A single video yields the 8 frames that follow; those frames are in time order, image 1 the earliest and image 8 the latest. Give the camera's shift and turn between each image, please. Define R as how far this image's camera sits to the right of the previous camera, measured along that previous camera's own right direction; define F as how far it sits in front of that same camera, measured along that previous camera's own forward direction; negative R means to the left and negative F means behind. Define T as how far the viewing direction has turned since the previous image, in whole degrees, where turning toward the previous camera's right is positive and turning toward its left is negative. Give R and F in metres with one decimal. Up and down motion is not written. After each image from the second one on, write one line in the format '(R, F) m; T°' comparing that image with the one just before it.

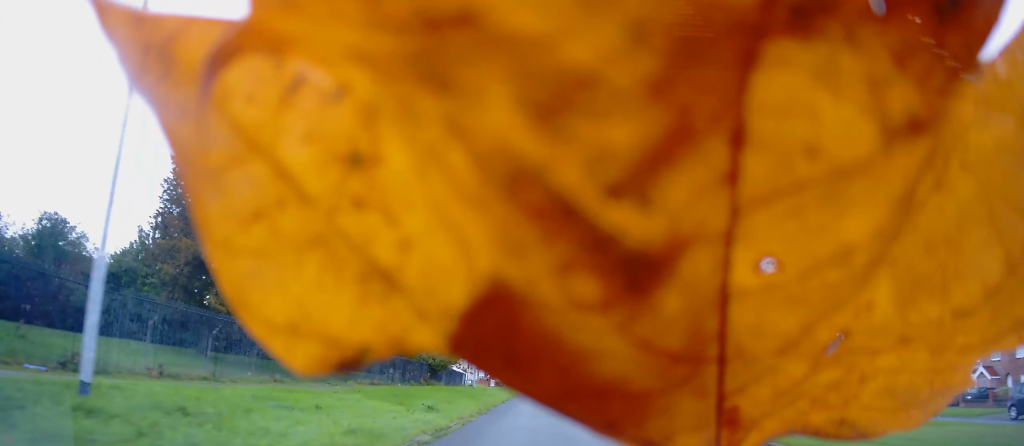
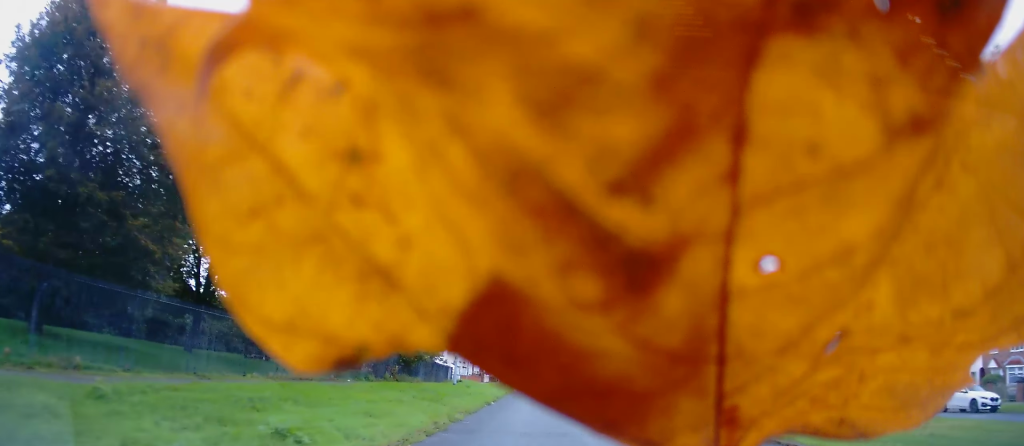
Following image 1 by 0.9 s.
(0.0, +9.9) m; +1°
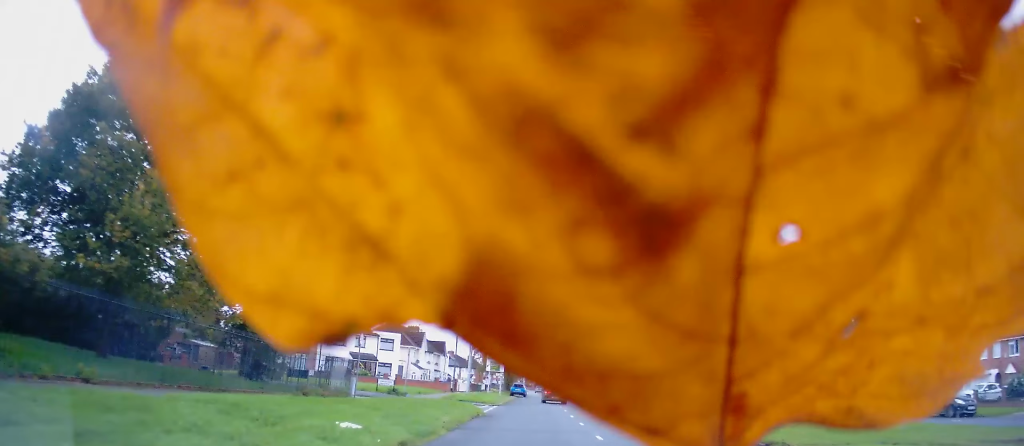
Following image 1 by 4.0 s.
(+0.2, +34.3) m; 0°
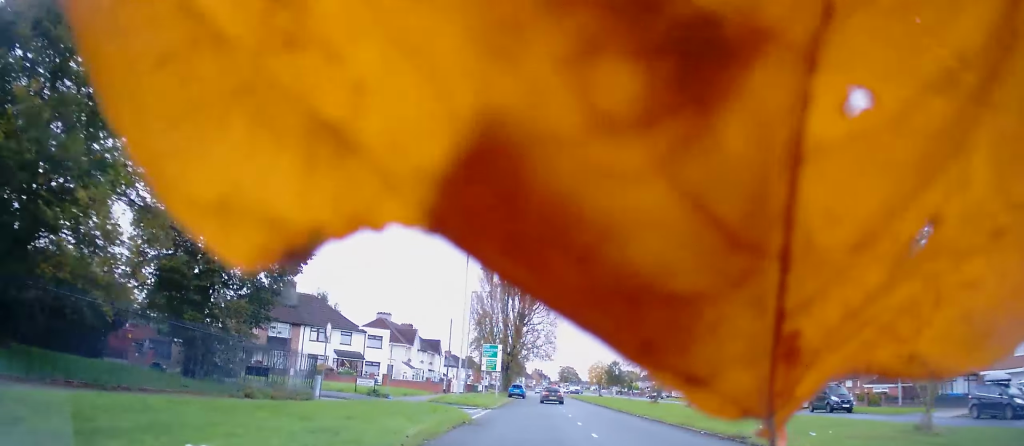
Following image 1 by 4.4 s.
(0.0, +4.8) m; 0°
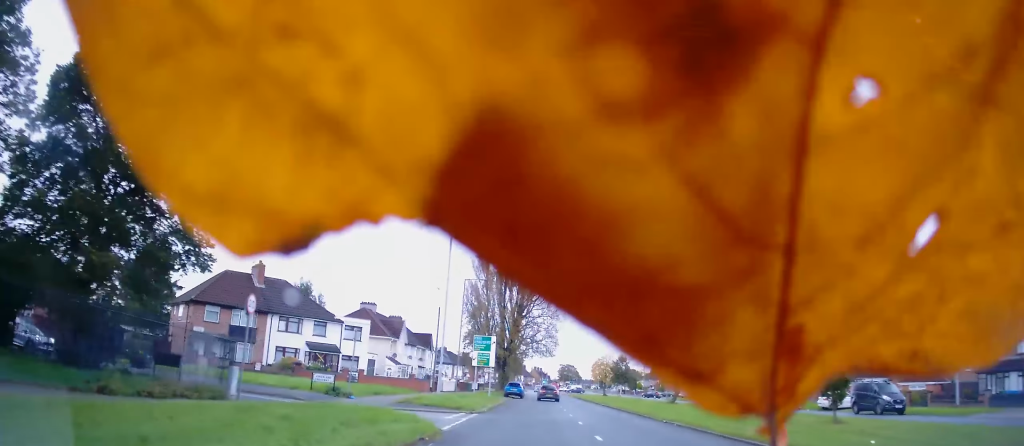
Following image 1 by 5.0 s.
(+0.1, +7.1) m; 0°
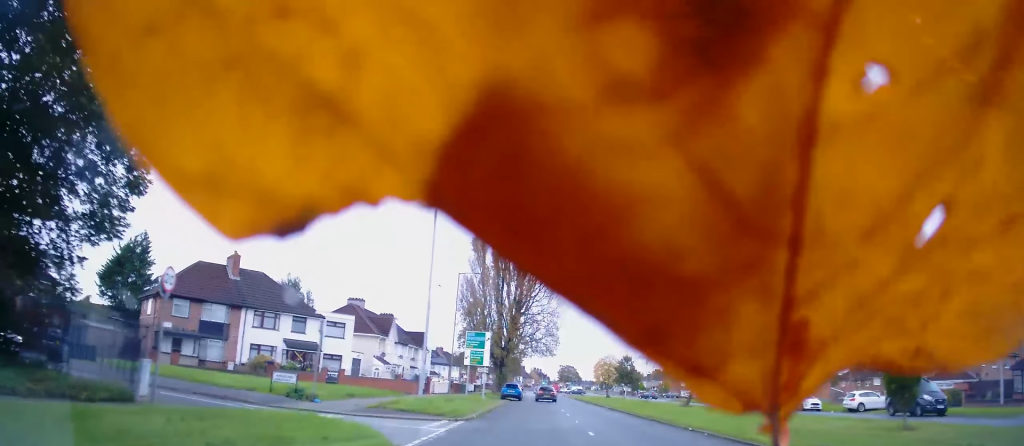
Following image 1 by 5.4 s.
(0.0, +4.5) m; 0°
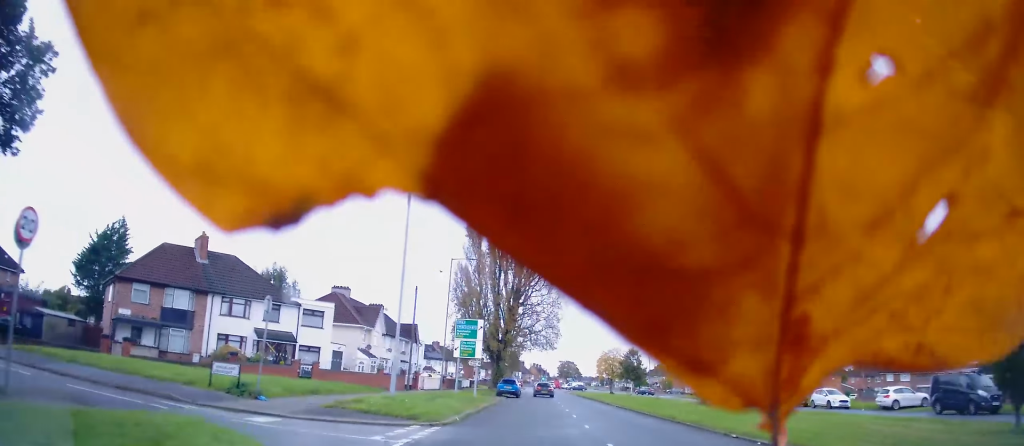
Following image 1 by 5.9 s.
(-0.1, +5.0) m; 0°
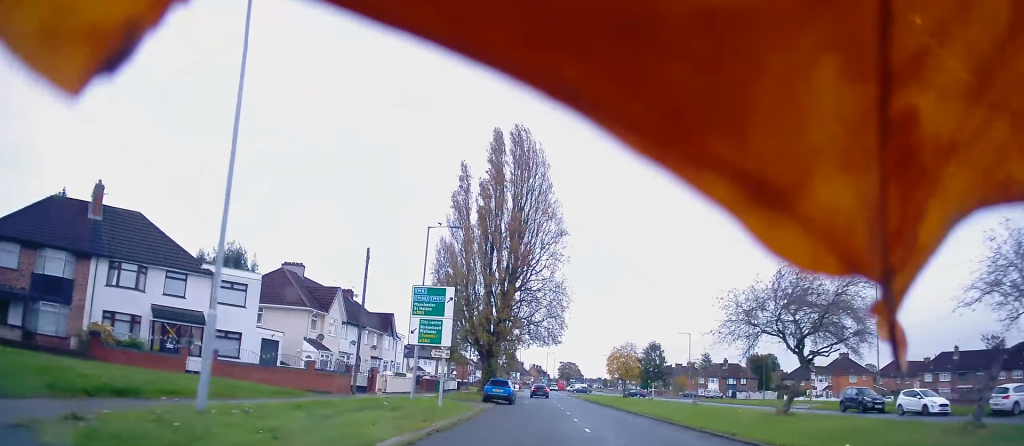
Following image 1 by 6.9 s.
(0.0, +12.3) m; 0°
